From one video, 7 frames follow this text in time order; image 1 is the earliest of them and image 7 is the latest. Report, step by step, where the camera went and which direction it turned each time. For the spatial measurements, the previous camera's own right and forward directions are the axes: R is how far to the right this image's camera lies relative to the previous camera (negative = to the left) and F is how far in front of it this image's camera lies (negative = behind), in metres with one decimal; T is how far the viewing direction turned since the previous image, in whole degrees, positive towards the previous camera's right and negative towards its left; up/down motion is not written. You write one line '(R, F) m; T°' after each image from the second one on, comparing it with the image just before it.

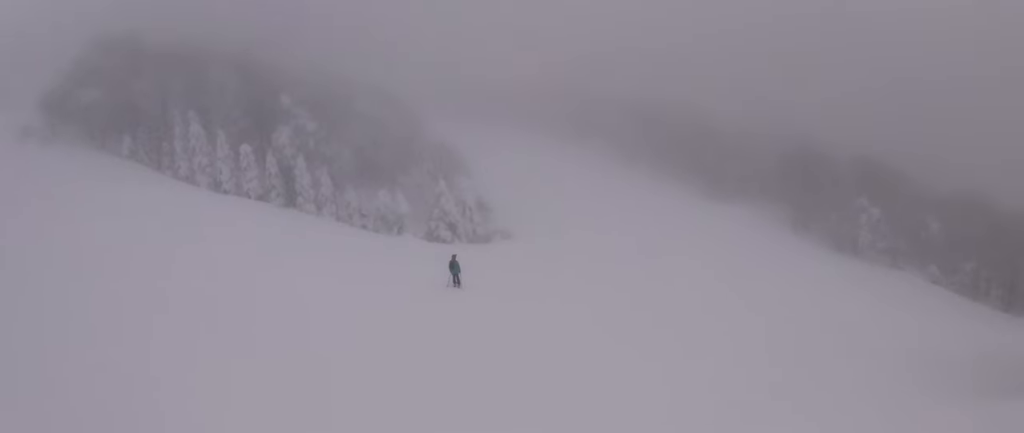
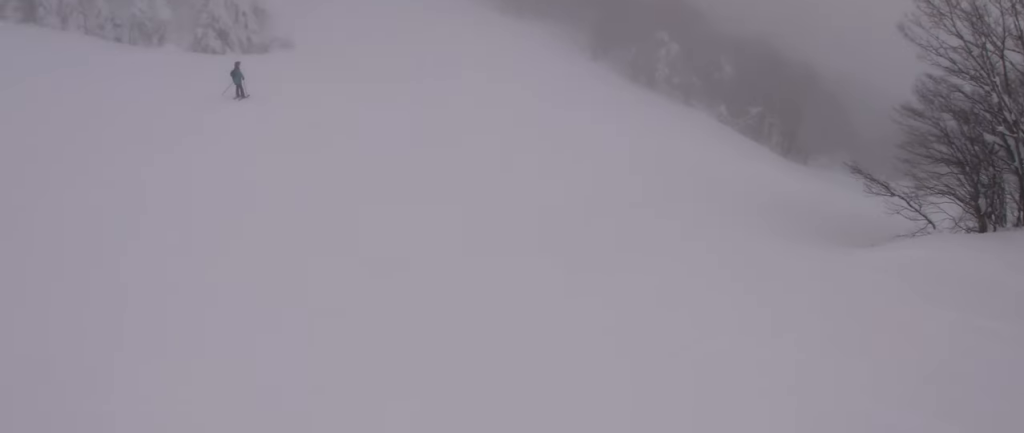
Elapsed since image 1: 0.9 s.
(+1.2, +3.2) m; +21°
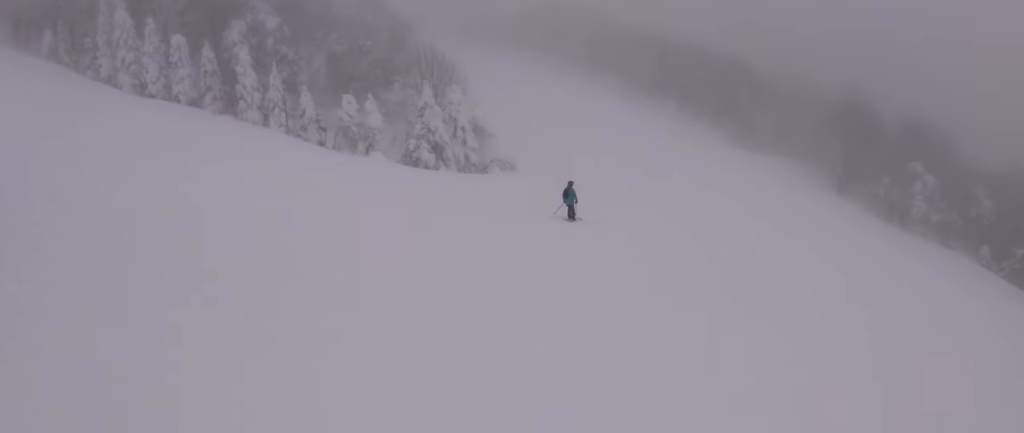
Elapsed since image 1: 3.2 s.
(-2.9, +9.3) m; -23°
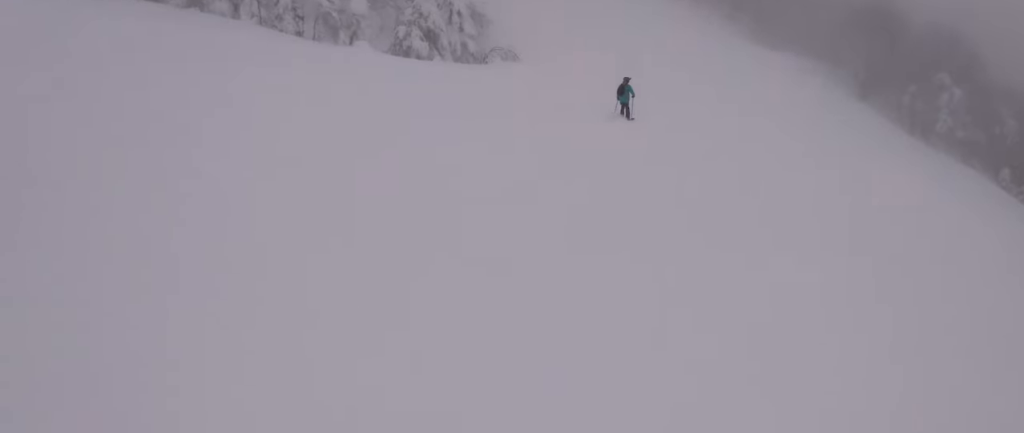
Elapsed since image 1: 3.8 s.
(+0.1, +3.1) m; +8°
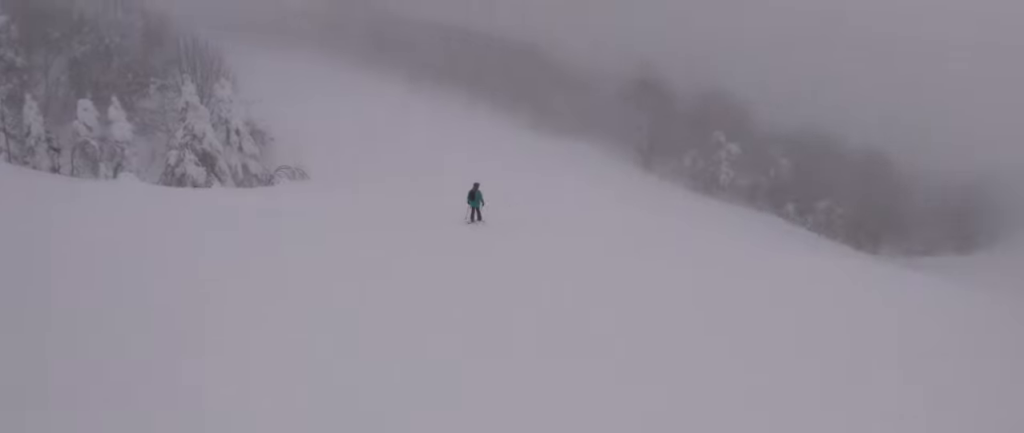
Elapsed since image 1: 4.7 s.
(+0.5, +3.8) m; +9°
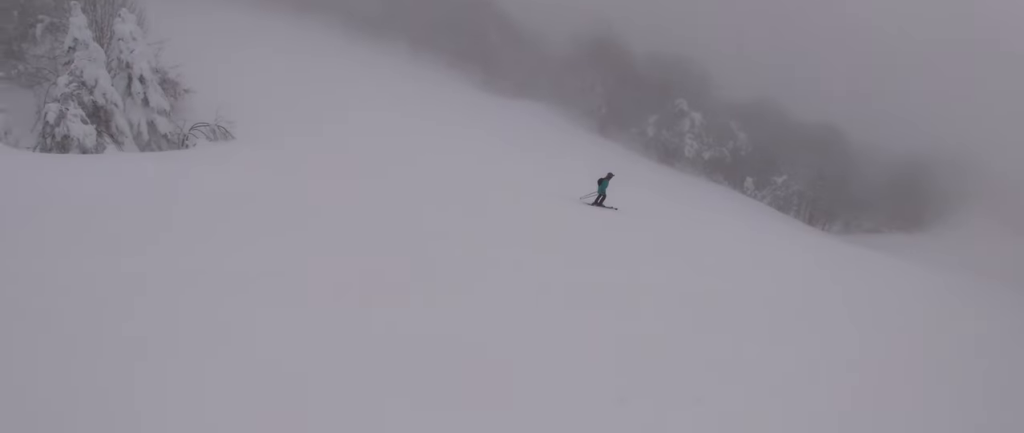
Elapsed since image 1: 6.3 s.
(+0.7, +7.2) m; +8°
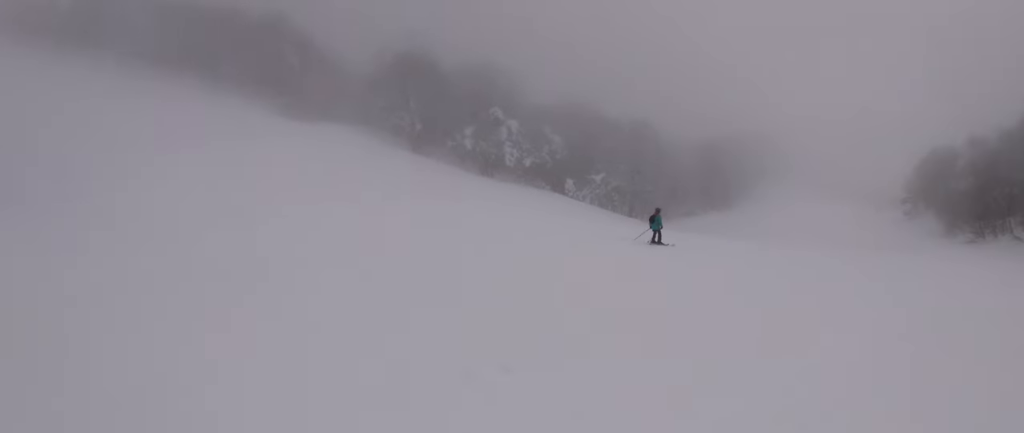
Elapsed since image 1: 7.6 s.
(+0.3, +5.5) m; +25°
